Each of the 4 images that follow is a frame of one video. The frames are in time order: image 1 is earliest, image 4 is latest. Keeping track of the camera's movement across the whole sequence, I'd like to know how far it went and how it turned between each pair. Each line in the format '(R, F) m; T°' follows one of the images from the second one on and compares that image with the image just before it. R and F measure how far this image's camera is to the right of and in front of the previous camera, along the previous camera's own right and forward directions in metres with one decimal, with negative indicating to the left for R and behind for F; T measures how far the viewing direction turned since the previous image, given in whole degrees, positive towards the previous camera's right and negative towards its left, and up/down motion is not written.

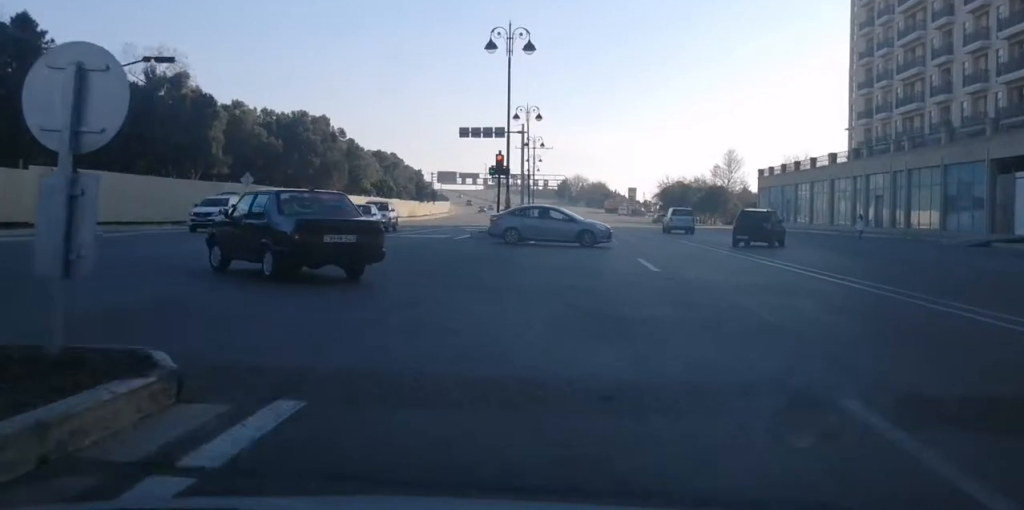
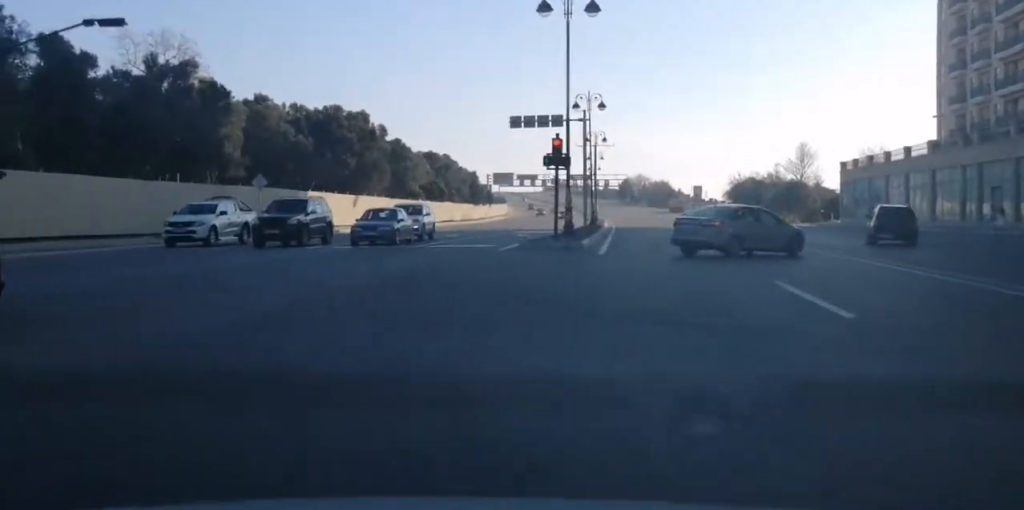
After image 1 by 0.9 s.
(-0.1, +9.6) m; -7°
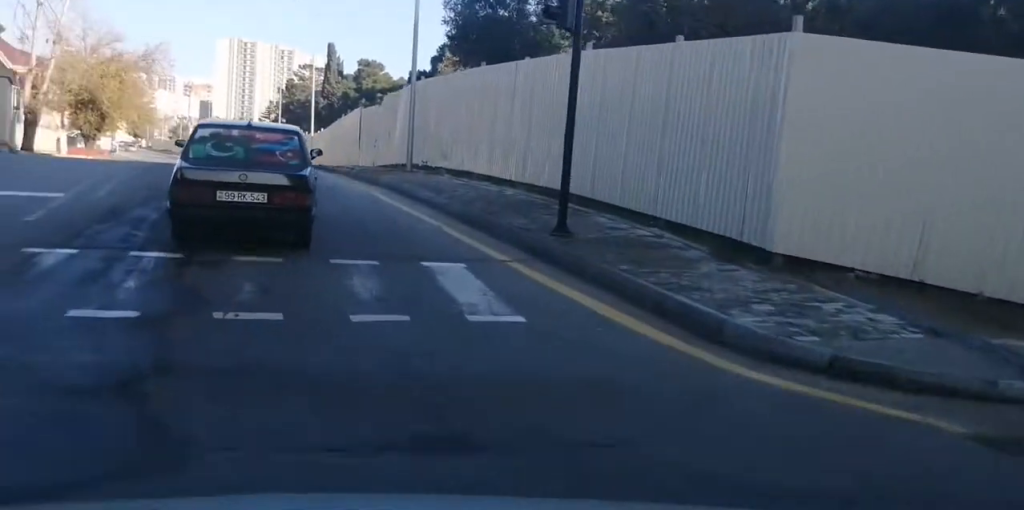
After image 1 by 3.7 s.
(-9.4, +16.2) m; -66°
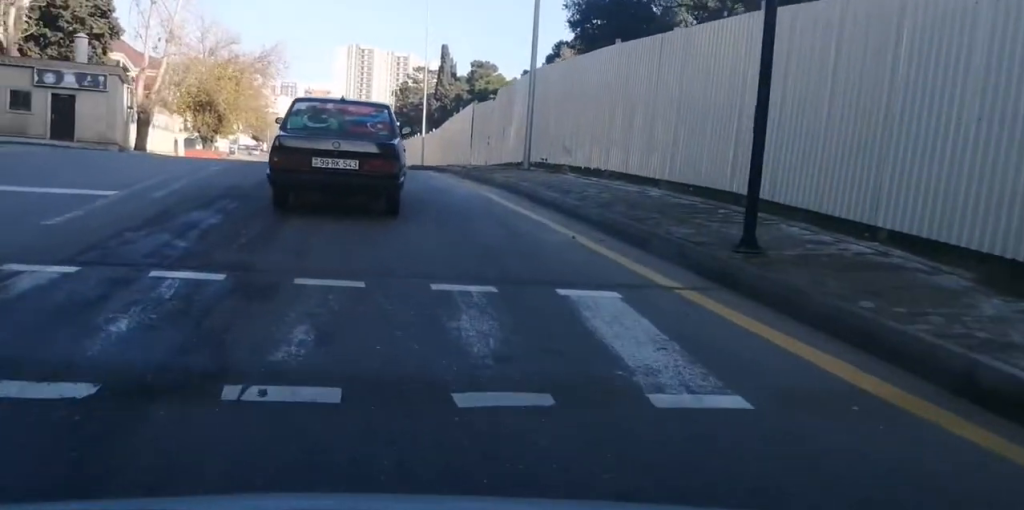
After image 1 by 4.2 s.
(-0.2, +3.0) m; -8°
